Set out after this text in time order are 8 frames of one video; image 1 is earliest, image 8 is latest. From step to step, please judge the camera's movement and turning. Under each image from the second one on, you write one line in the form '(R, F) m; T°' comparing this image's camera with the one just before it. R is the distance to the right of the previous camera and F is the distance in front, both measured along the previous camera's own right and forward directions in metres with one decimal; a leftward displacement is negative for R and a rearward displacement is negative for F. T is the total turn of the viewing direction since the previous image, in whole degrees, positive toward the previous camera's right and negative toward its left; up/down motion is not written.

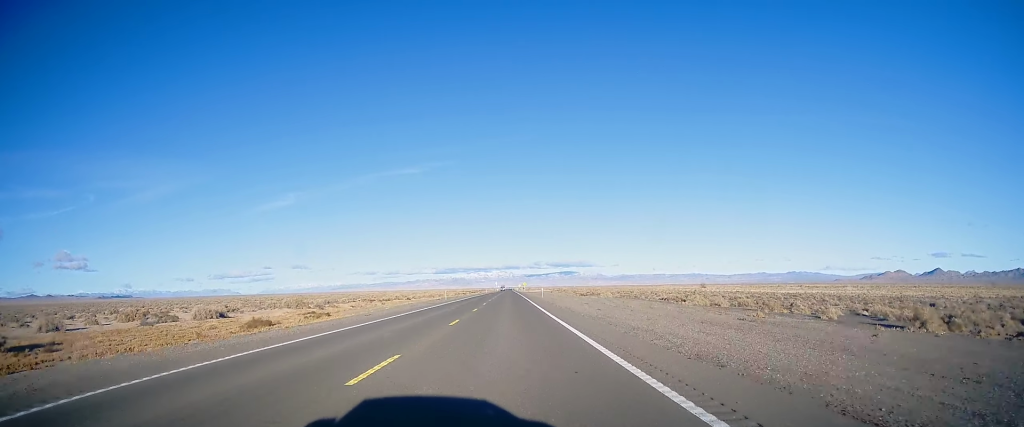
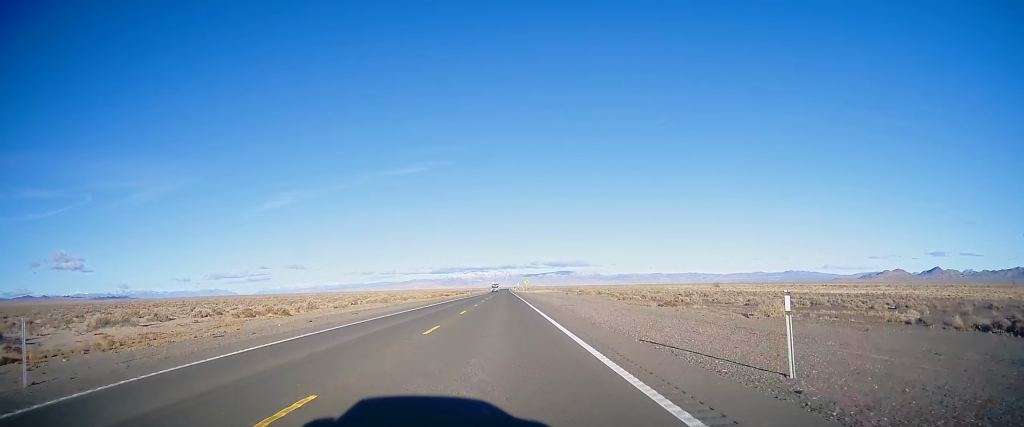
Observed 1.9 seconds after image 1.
(-0.1, +64.6) m; 0°
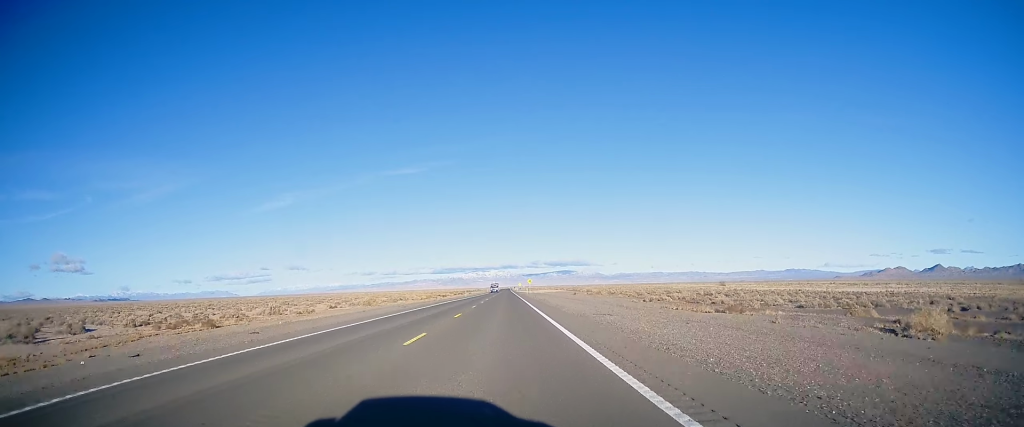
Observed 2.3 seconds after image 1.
(+0.1, +14.9) m; 0°
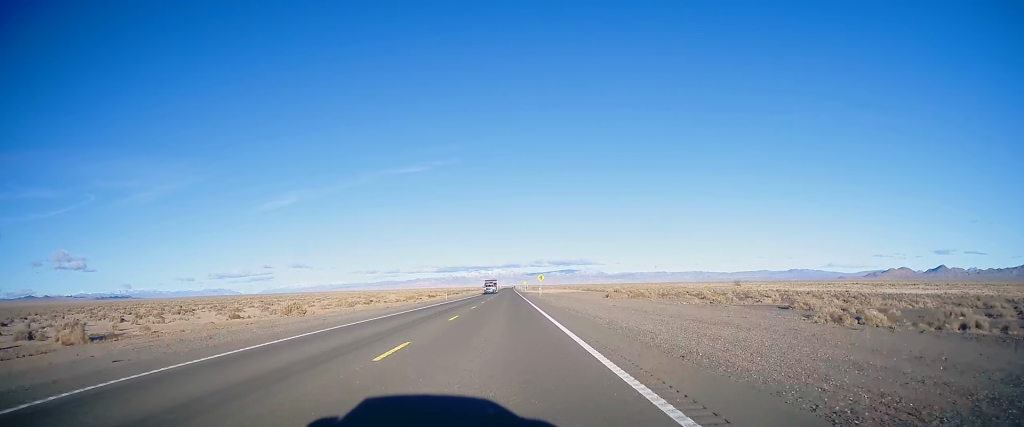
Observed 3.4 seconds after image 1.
(+0.3, +39.2) m; 0°
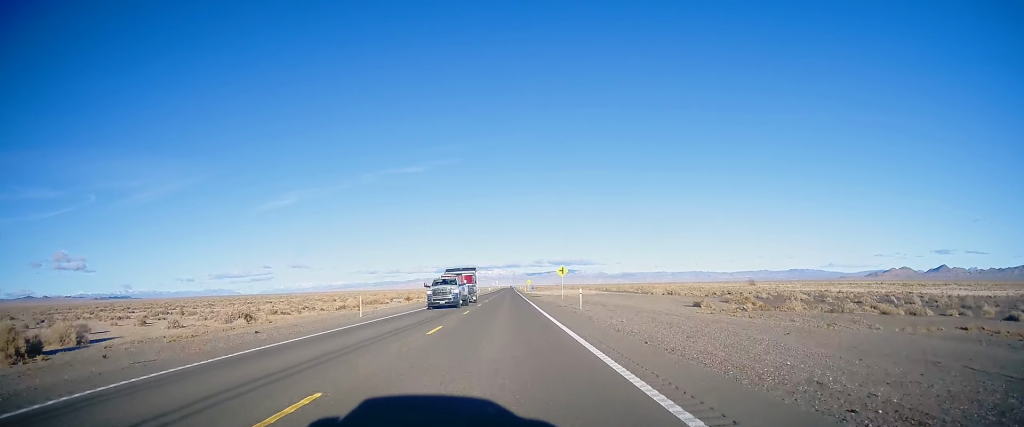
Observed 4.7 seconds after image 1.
(-0.5, +42.9) m; 0°
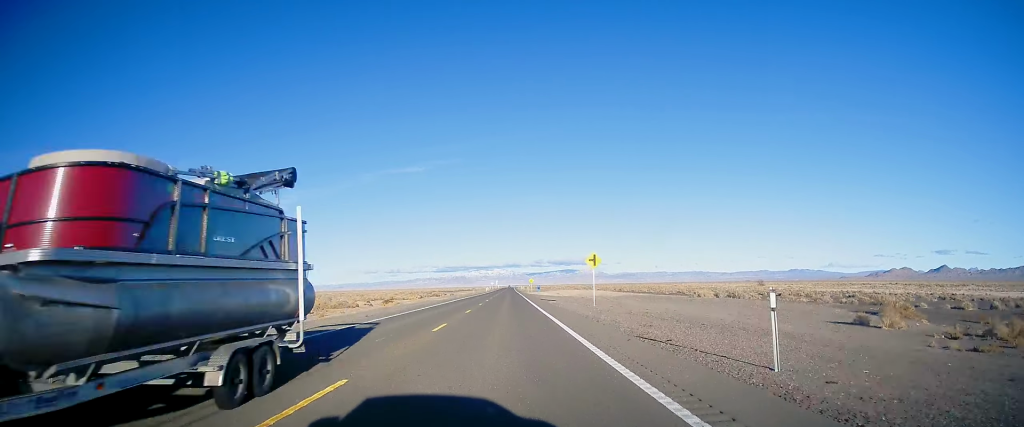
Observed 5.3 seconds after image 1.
(+0.2, +23.3) m; 0°
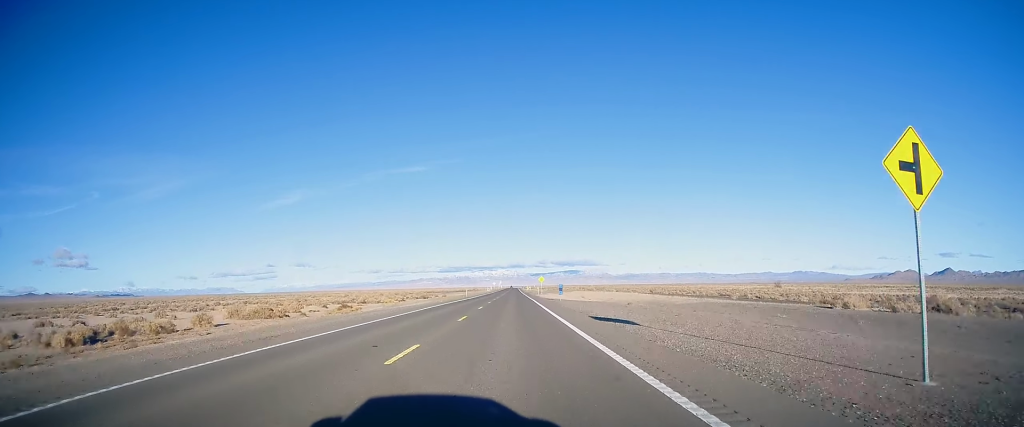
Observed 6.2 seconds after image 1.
(+0.1, +31.6) m; 0°
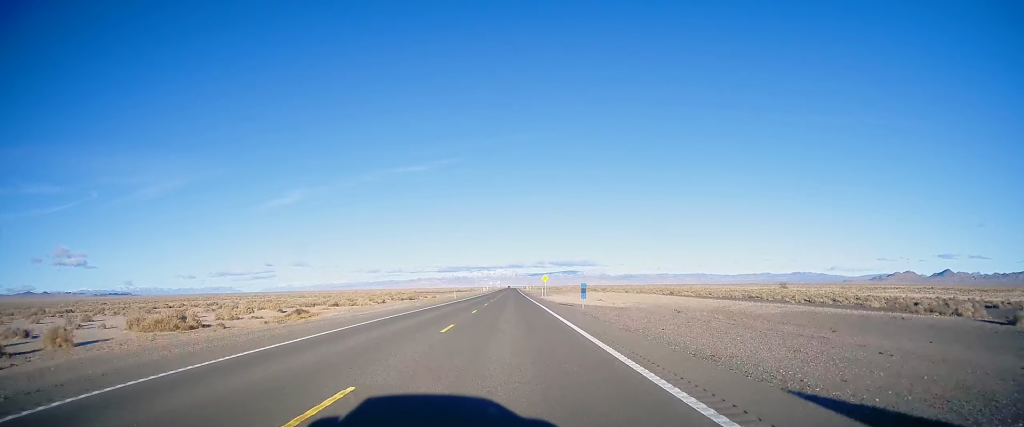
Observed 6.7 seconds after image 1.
(-0.2, +17.6) m; 0°
